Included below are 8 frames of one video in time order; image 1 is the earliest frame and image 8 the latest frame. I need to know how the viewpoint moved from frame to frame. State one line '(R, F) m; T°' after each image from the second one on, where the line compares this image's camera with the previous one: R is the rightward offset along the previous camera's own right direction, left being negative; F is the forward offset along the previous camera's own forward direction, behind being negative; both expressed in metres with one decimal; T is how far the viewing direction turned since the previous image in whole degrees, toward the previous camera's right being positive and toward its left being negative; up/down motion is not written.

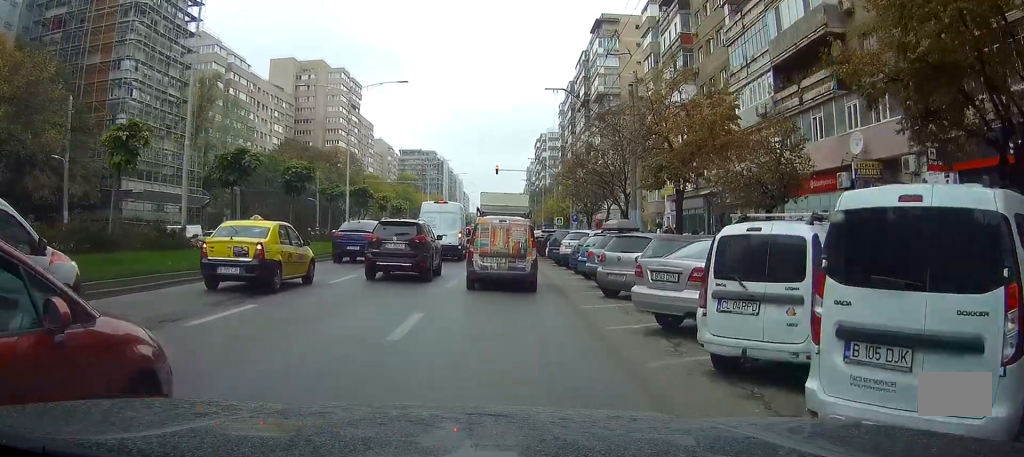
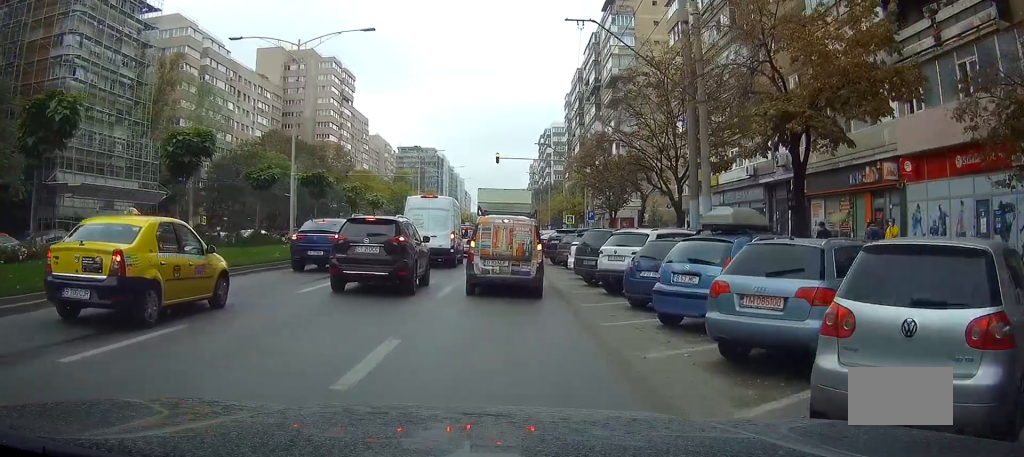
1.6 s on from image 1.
(-0.9, +11.5) m; -7°
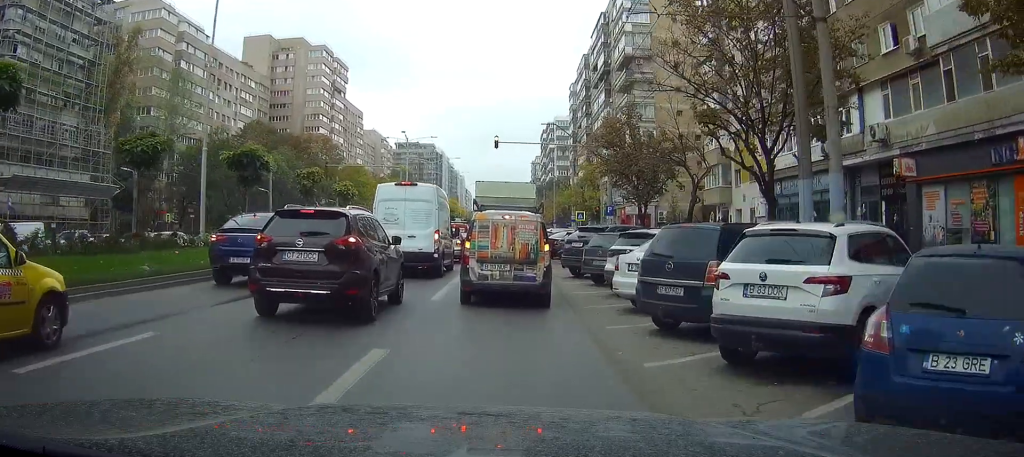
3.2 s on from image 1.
(0.0, +10.2) m; +2°
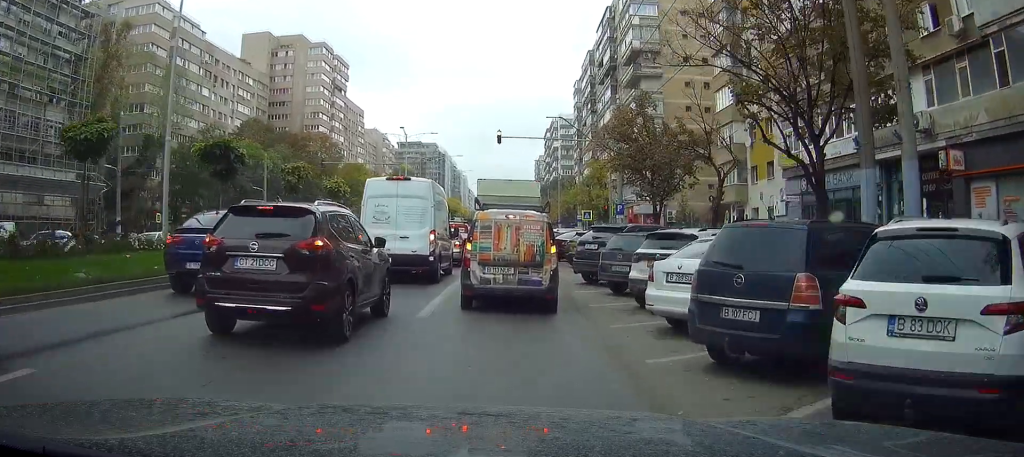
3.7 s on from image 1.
(0.0, +3.1) m; +1°
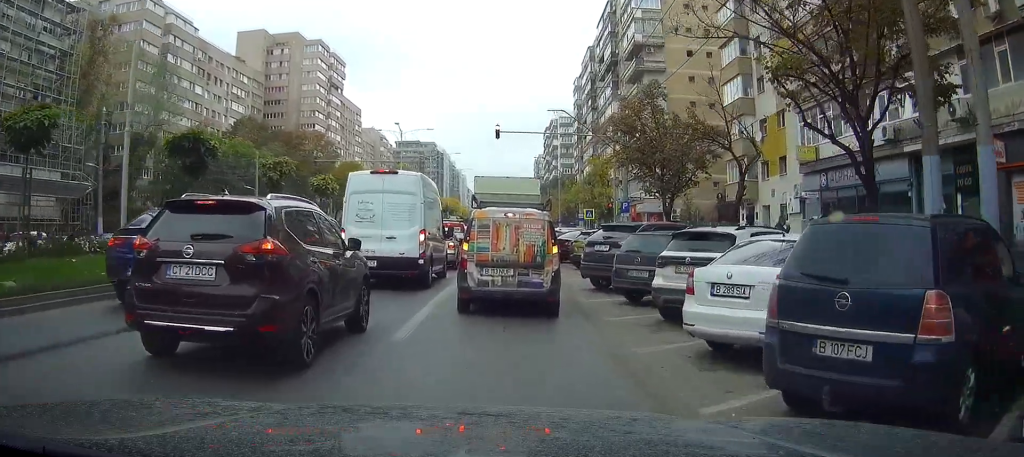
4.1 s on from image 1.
(+0.1, +2.5) m; +1°
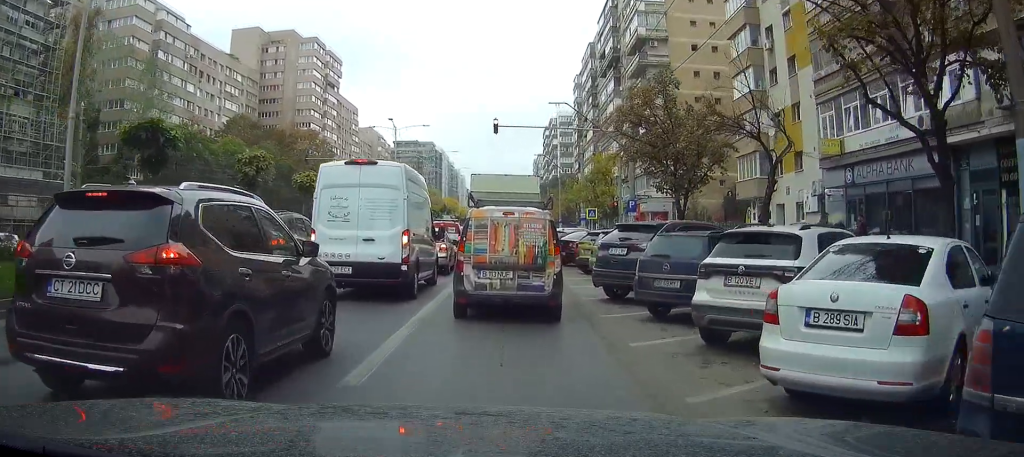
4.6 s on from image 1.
(0.0, +2.9) m; 0°
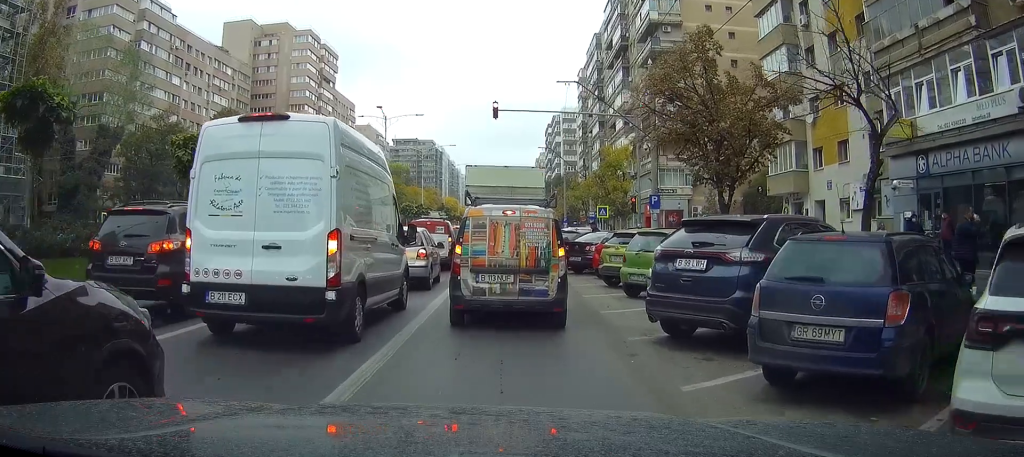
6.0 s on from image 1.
(-0.1, +6.5) m; -4°
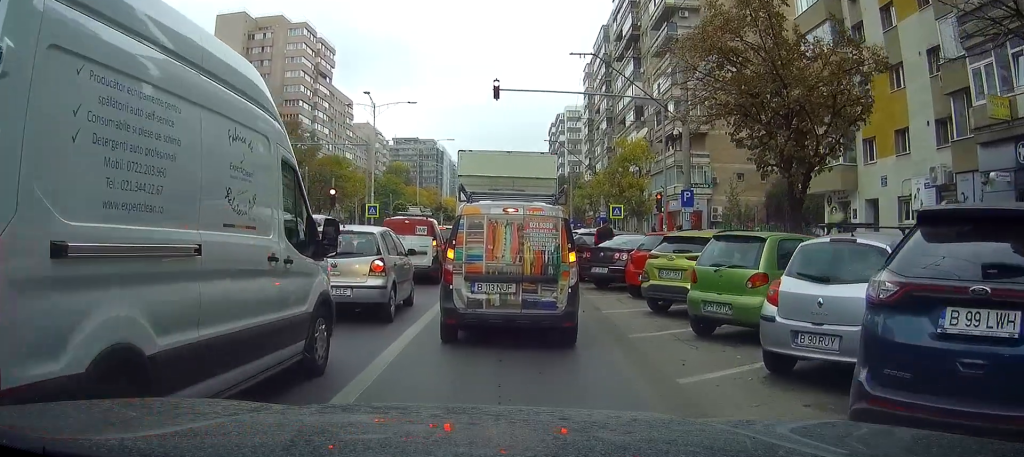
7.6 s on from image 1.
(-0.5, +6.4) m; -7°
